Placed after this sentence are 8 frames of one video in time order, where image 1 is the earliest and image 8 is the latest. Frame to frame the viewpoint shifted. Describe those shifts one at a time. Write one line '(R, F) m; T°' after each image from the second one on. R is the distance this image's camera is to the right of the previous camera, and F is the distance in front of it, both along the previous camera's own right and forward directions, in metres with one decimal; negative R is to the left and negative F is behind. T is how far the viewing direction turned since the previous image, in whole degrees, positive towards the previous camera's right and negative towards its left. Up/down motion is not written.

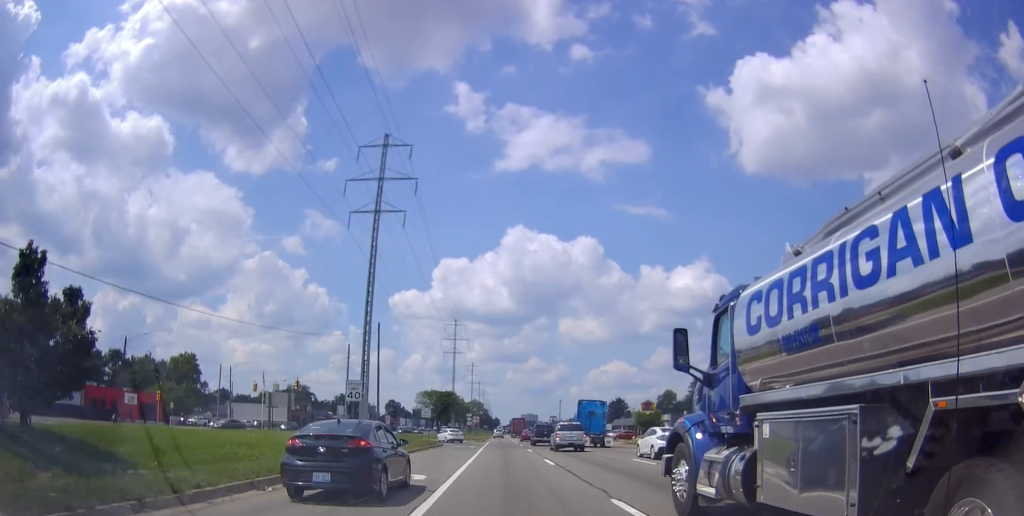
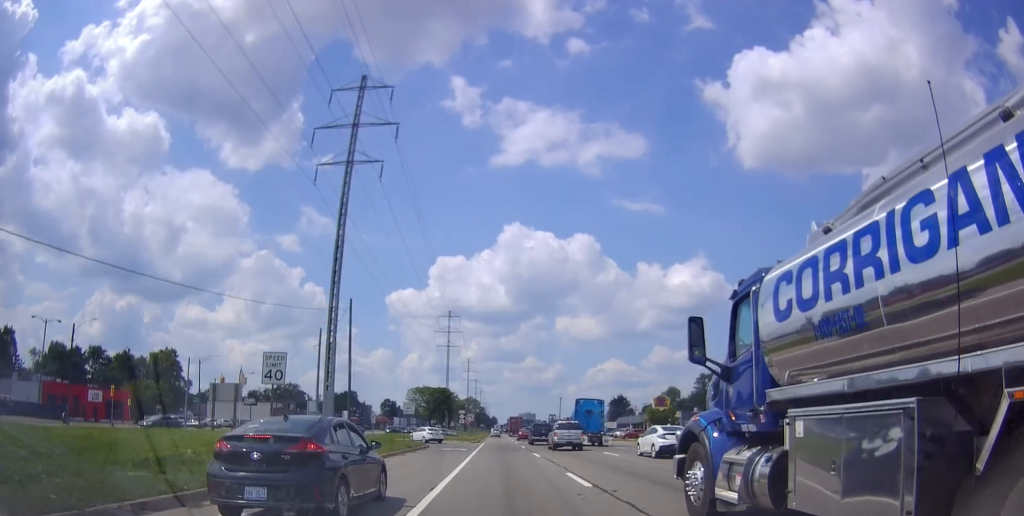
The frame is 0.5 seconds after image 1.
(+0.1, +9.0) m; +1°
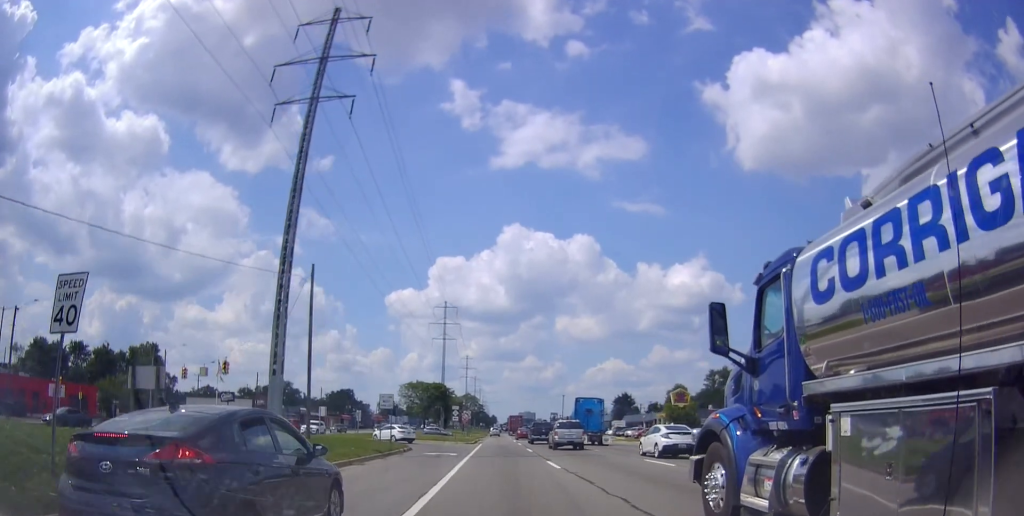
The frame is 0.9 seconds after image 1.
(0.0, +9.2) m; 0°
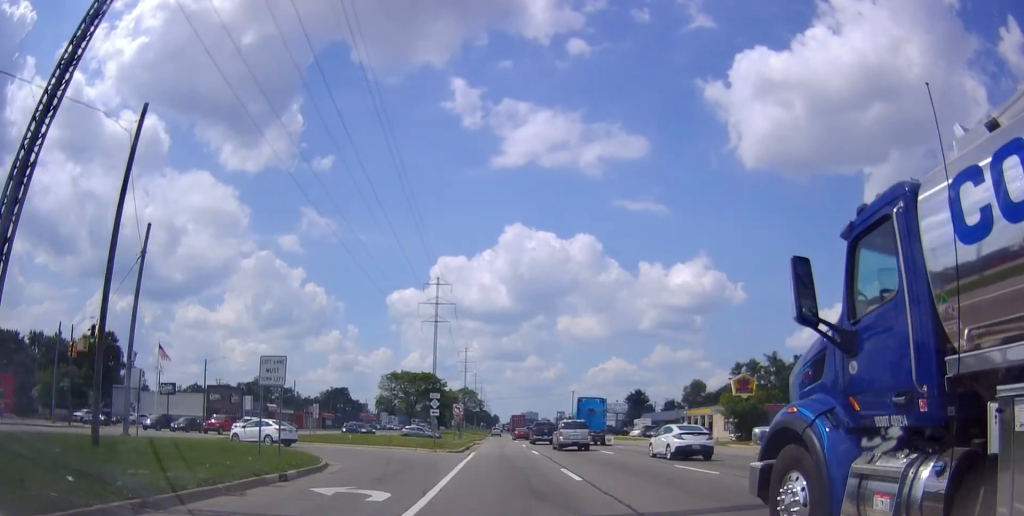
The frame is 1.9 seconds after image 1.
(-0.1, +19.2) m; -1°
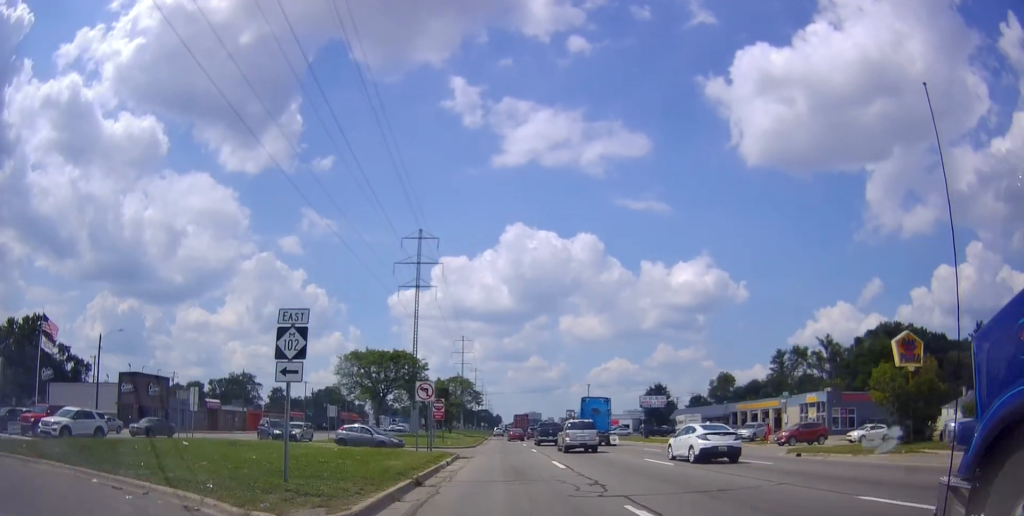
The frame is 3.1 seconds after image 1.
(-0.1, +25.1) m; 0°
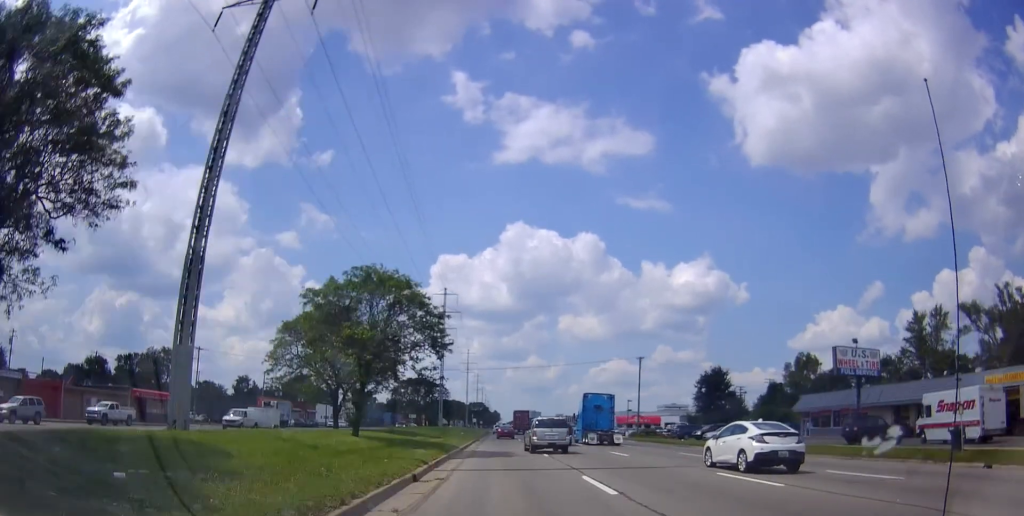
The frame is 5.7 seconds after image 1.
(+0.4, +54.3) m; +2°
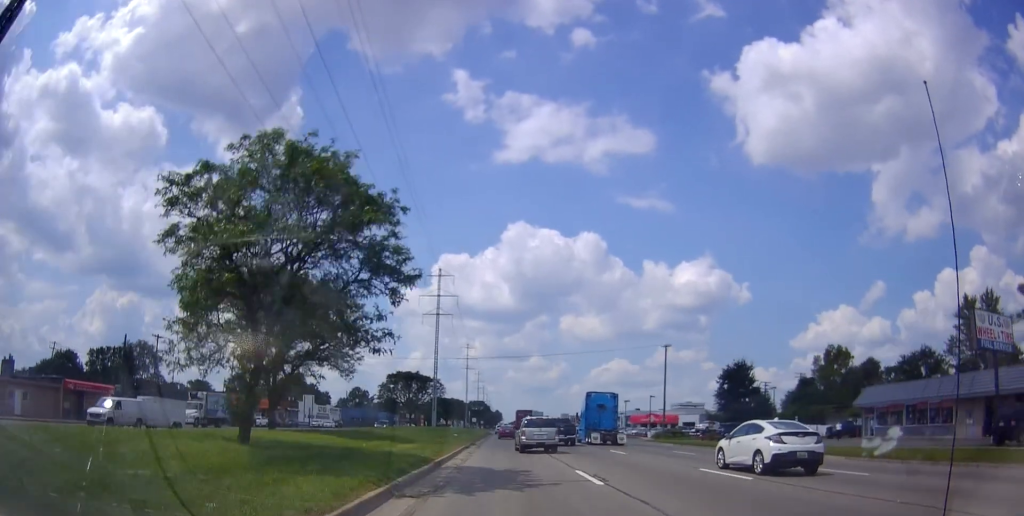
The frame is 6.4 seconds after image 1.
(0.0, +13.5) m; 0°
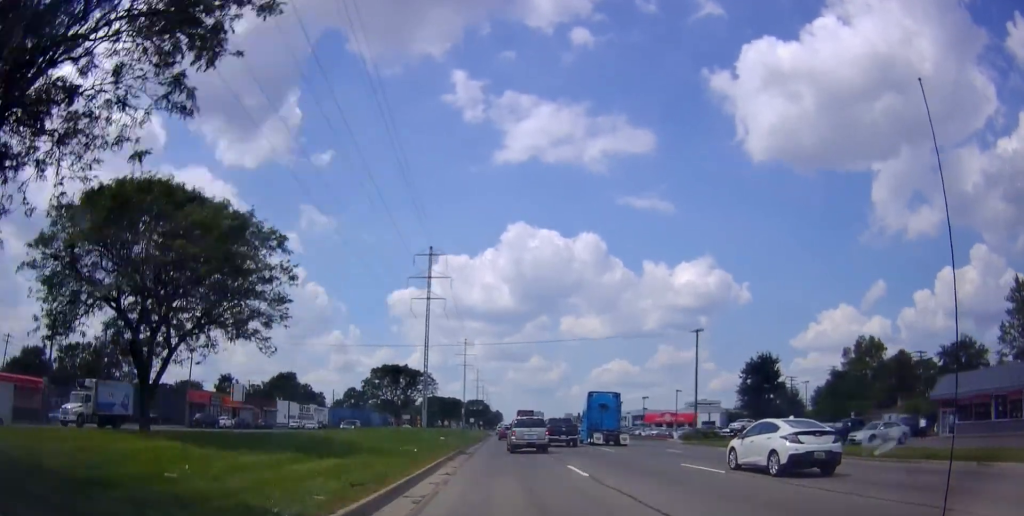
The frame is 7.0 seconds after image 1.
(0.0, +12.8) m; 0°
